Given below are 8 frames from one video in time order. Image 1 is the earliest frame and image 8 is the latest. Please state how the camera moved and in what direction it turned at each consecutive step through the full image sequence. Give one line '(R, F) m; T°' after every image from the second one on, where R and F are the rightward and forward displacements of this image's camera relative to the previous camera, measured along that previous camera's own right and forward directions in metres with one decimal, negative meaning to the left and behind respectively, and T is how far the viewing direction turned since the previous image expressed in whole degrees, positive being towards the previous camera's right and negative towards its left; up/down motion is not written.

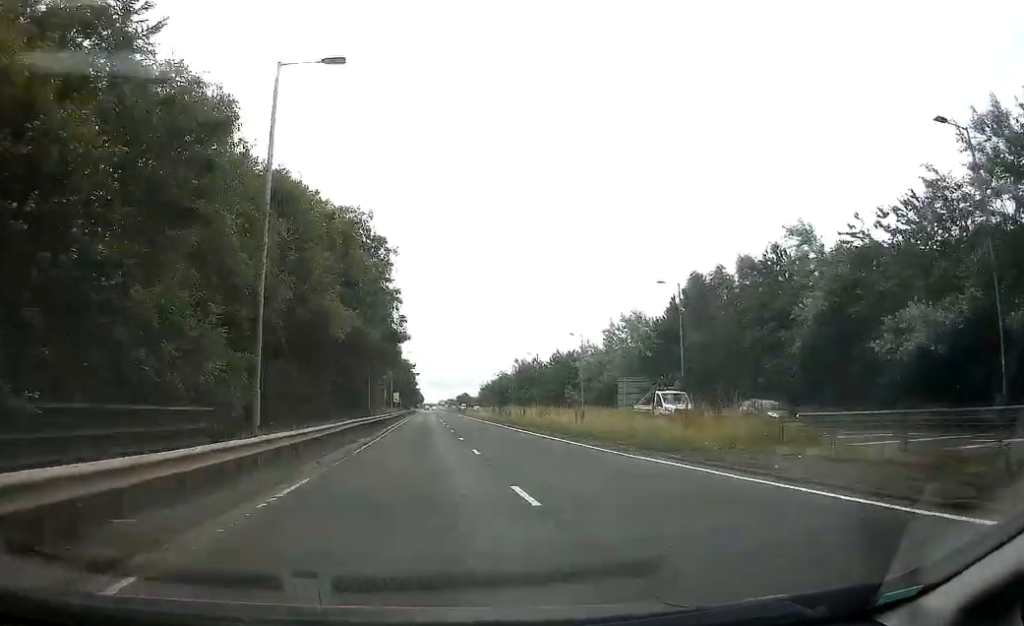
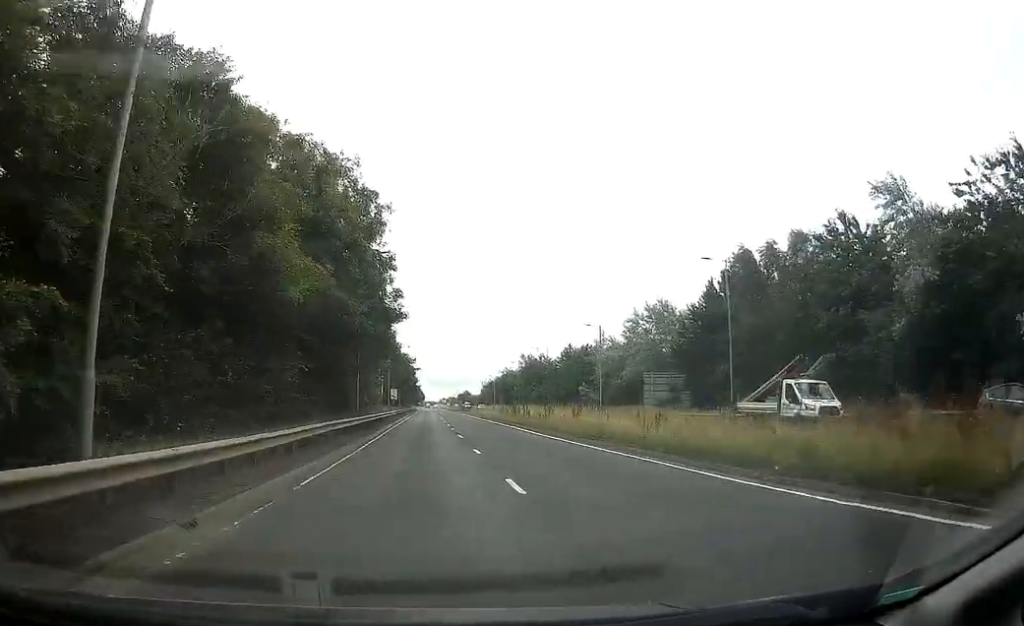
(0.0, +8.1) m; 0°
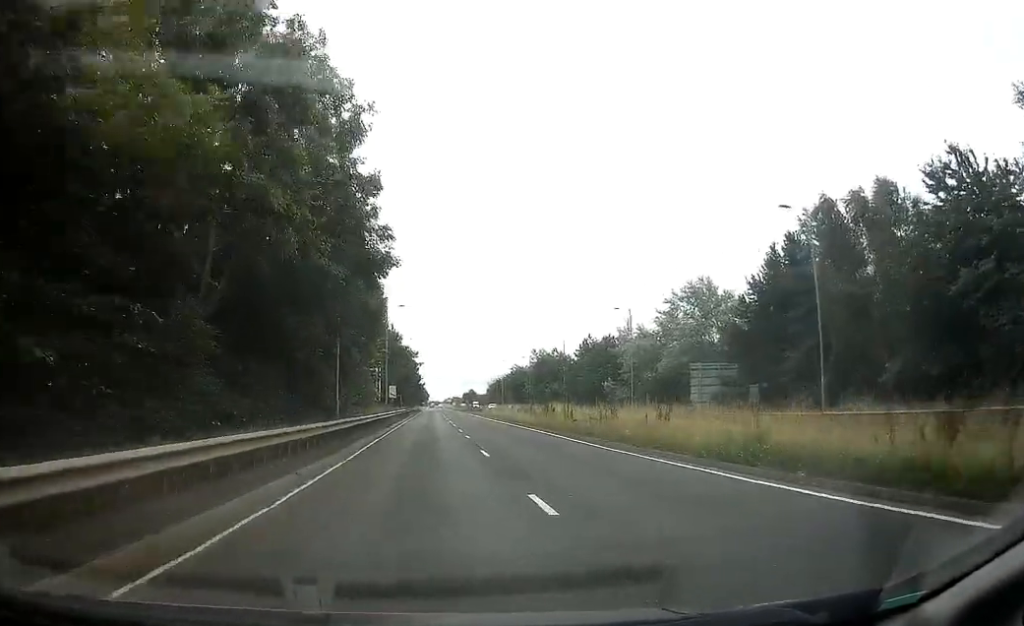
(0.0, +11.0) m; 0°
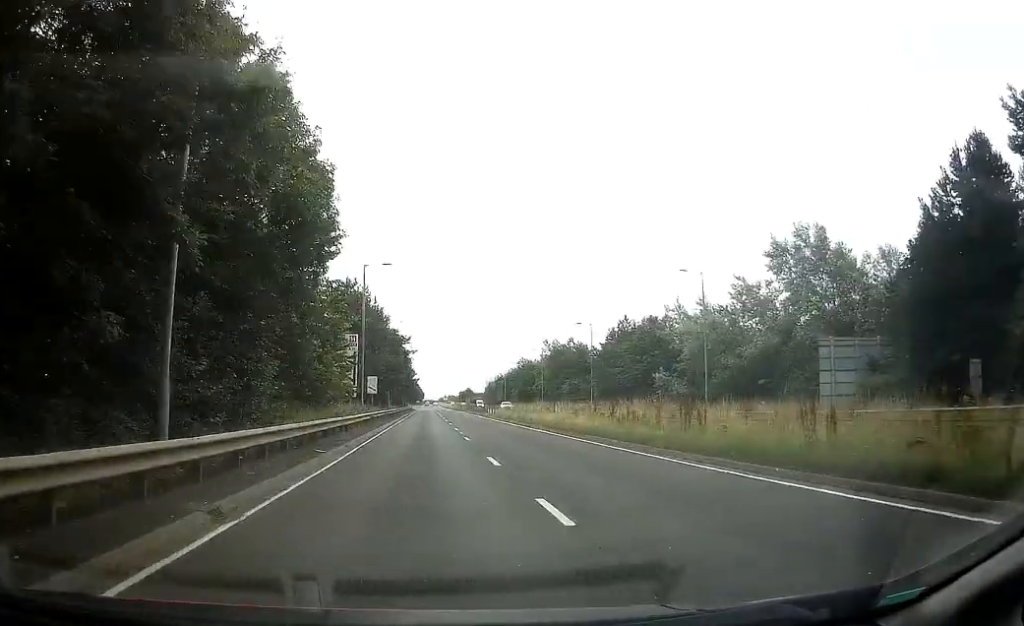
(-0.1, +20.1) m; 0°
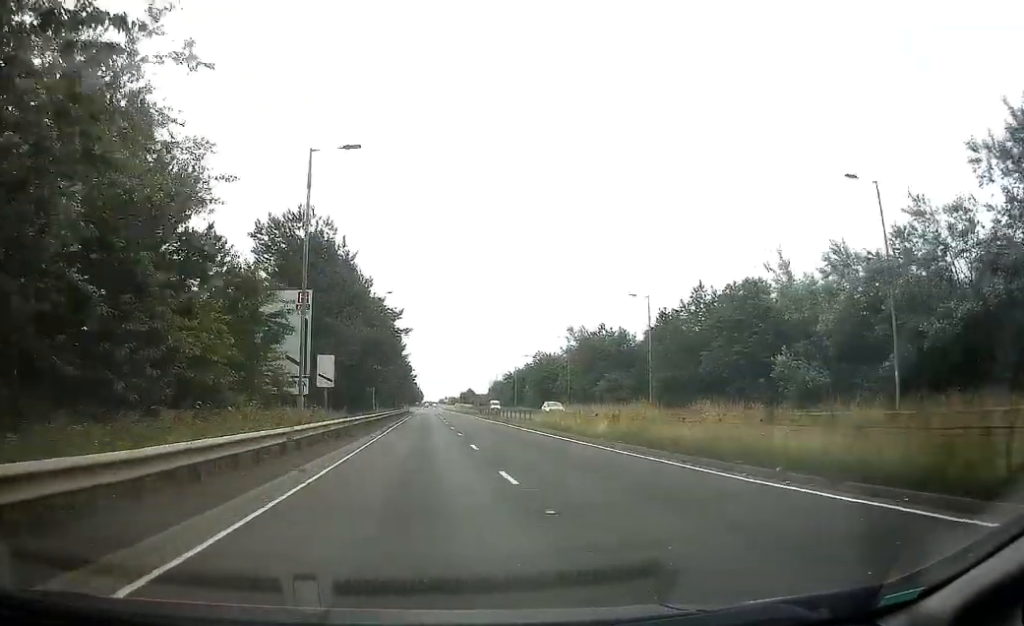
(+0.2, +21.7) m; +1°
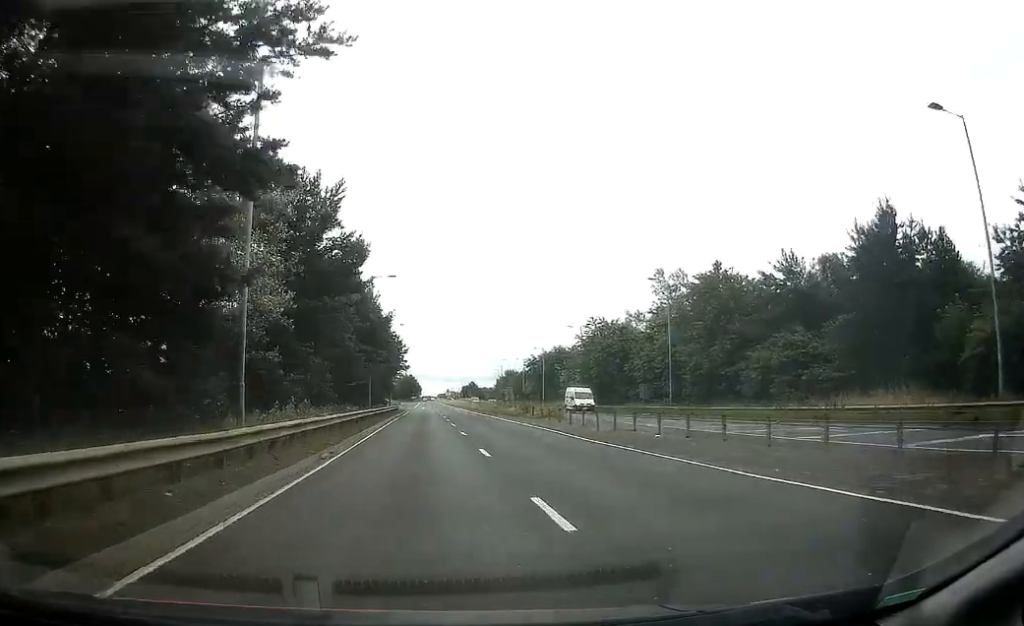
(0.0, +41.4) m; -1°
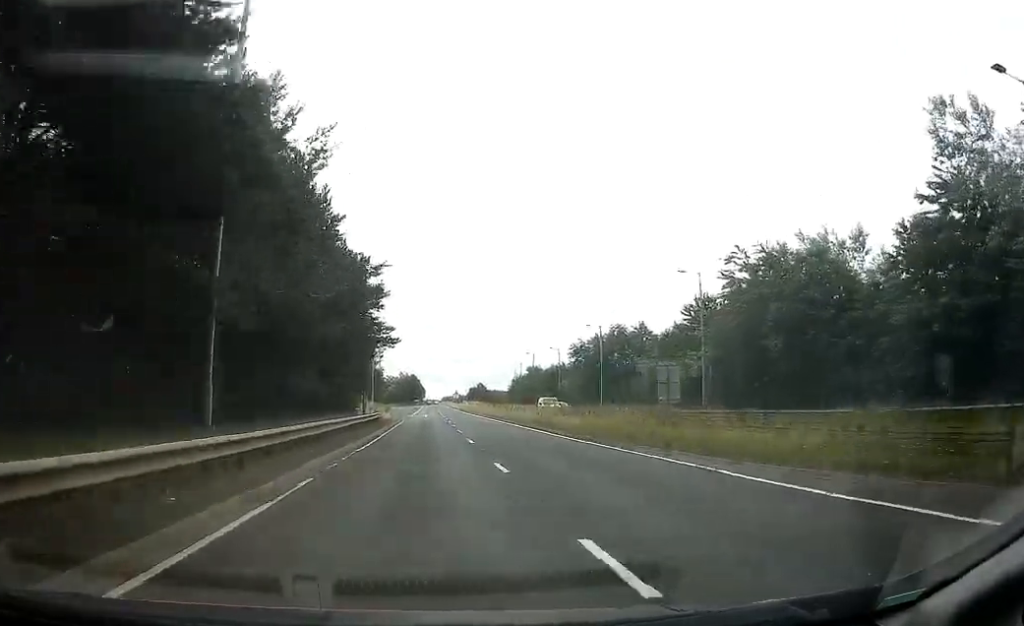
(-0.4, +38.9) m; 0°
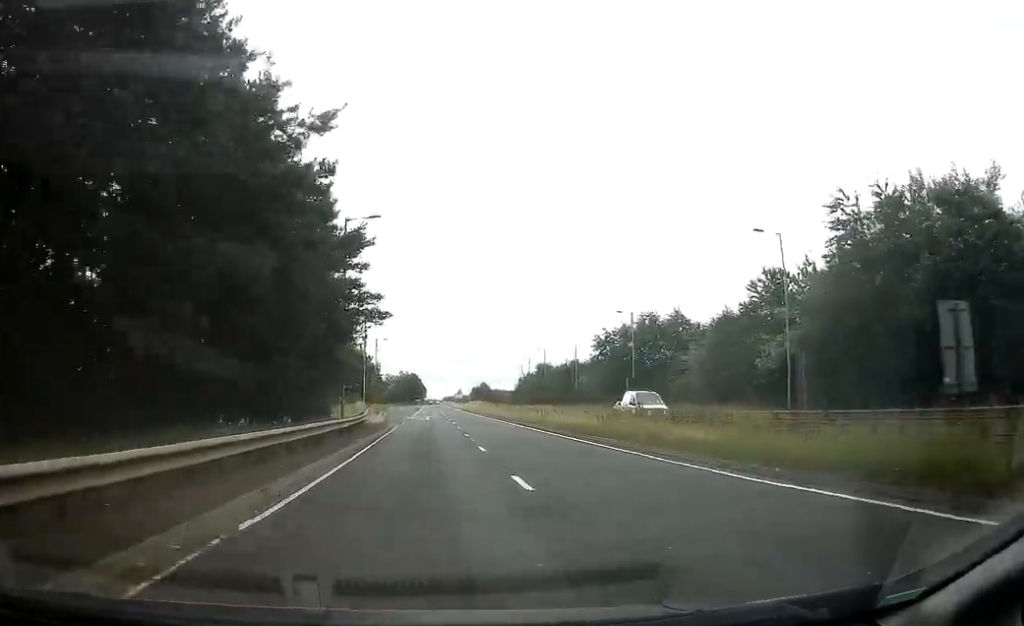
(+0.2, +12.7) m; 0°
